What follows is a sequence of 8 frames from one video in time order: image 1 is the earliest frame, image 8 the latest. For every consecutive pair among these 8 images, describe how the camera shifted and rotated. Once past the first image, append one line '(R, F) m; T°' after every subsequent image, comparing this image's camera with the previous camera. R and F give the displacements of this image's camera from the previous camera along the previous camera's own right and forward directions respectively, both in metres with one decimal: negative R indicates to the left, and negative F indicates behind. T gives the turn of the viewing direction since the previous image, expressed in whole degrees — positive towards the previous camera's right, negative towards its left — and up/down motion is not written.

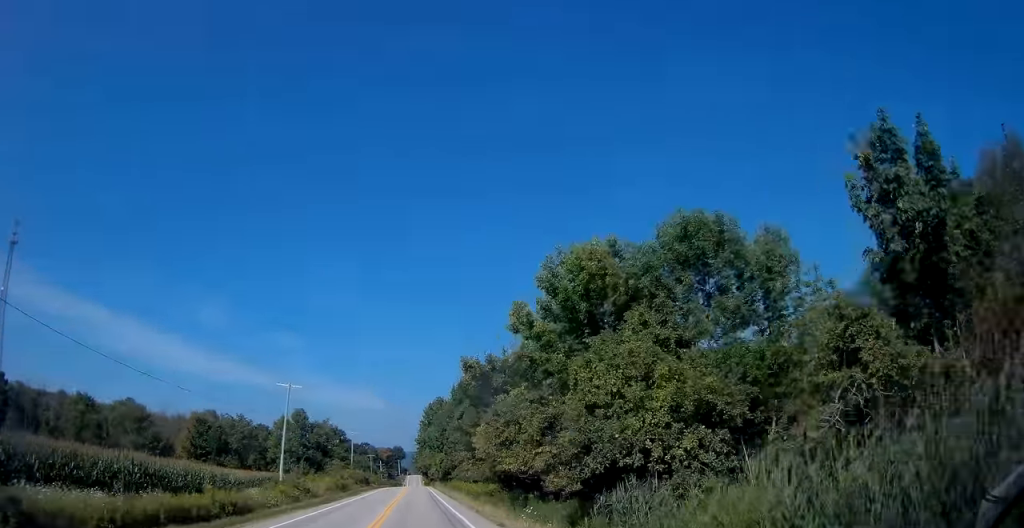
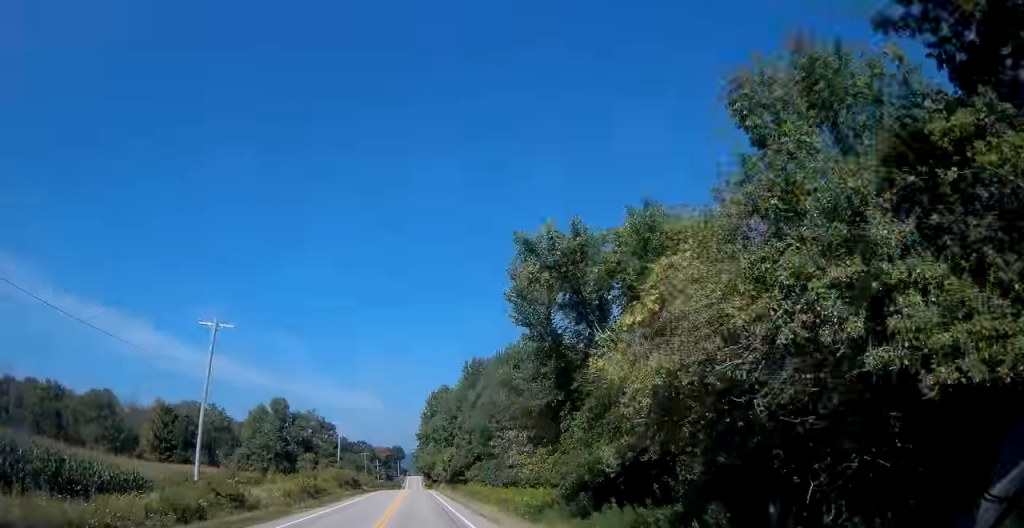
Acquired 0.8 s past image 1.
(+0.1, +20.8) m; 0°
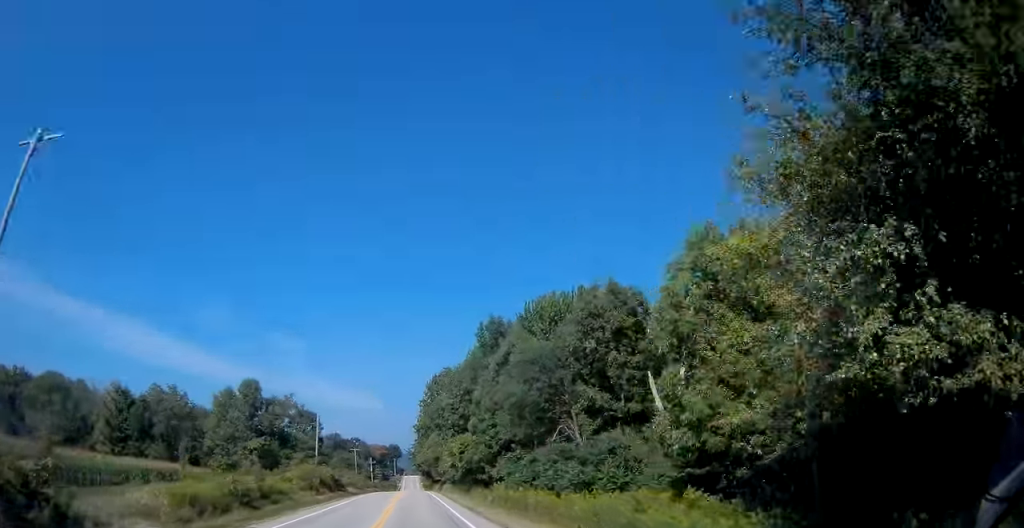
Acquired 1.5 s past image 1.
(-0.2, +19.0) m; -1°
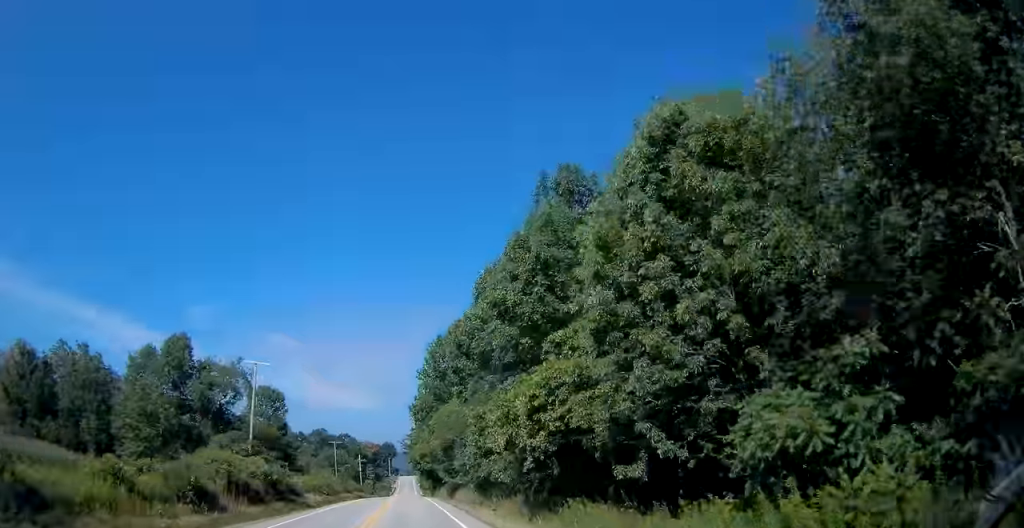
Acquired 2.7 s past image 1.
(0.0, +29.2) m; 0°
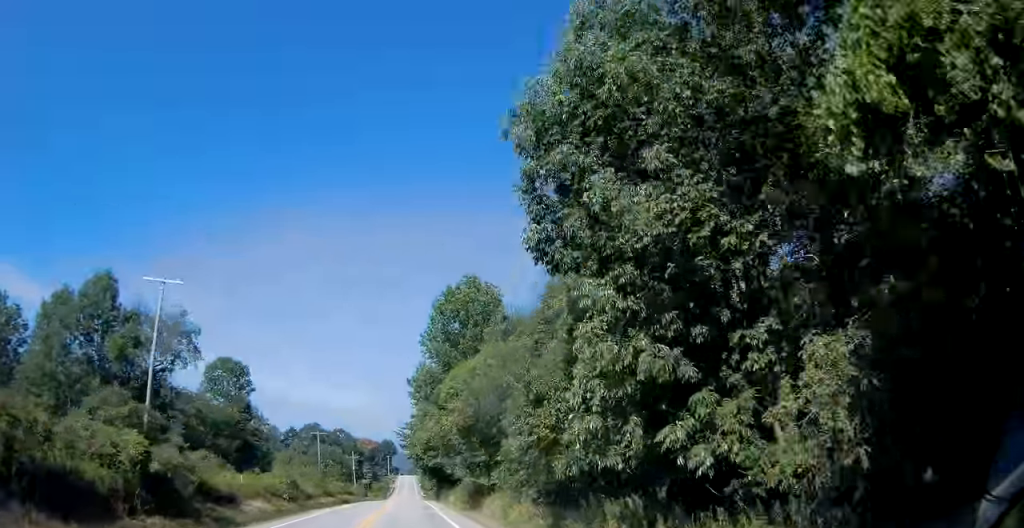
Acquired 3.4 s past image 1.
(0.0, +18.7) m; 0°
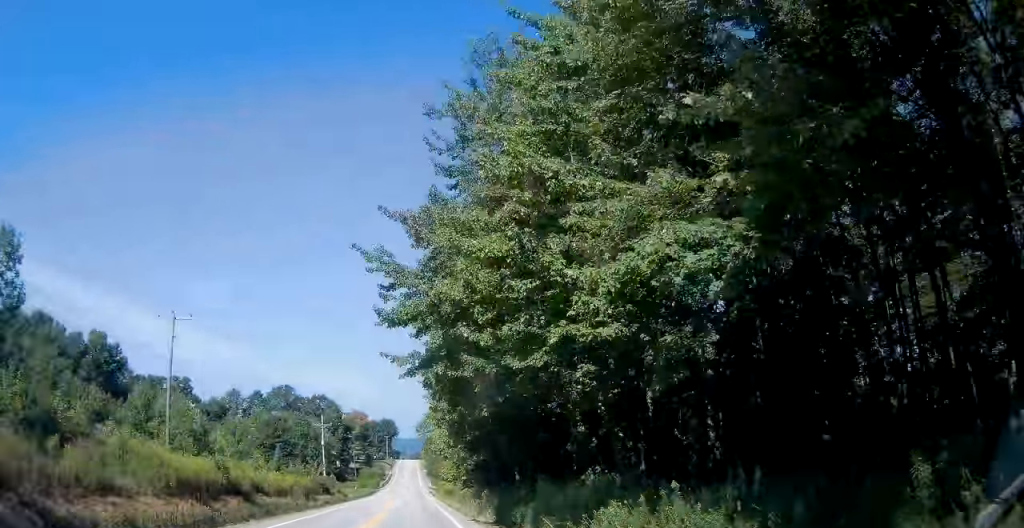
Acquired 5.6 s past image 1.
(+0.9, +55.1) m; +1°
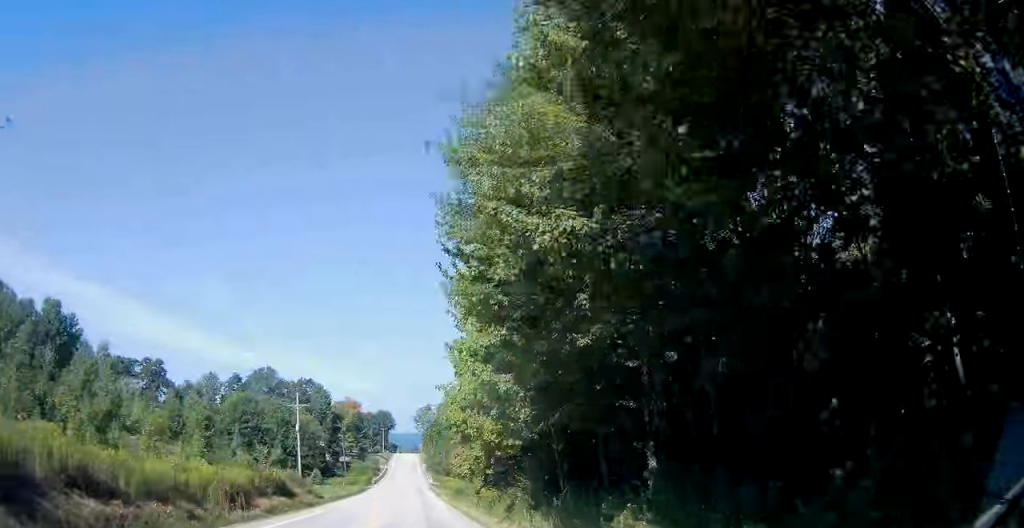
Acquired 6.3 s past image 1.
(-0.3, +18.8) m; -1°
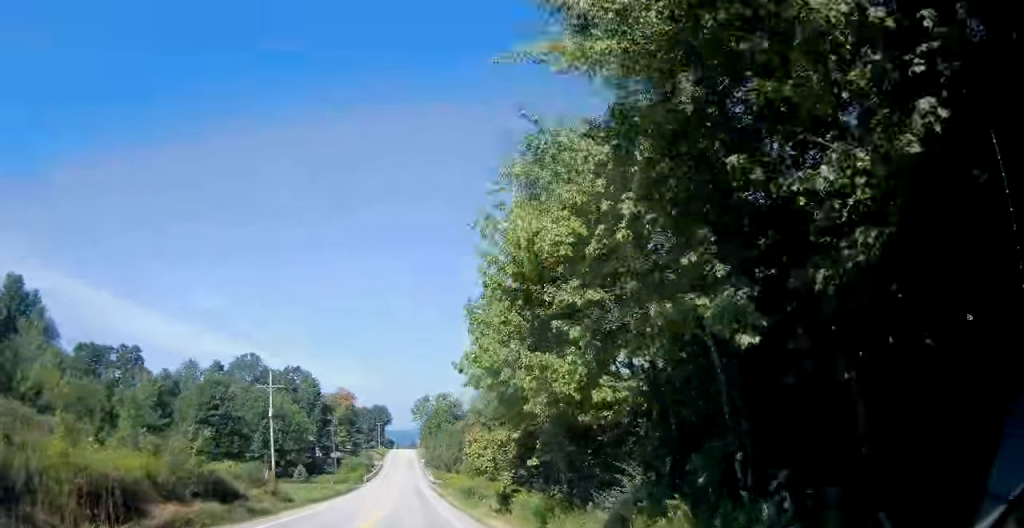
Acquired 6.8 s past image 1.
(0.0, +12.9) m; 0°
